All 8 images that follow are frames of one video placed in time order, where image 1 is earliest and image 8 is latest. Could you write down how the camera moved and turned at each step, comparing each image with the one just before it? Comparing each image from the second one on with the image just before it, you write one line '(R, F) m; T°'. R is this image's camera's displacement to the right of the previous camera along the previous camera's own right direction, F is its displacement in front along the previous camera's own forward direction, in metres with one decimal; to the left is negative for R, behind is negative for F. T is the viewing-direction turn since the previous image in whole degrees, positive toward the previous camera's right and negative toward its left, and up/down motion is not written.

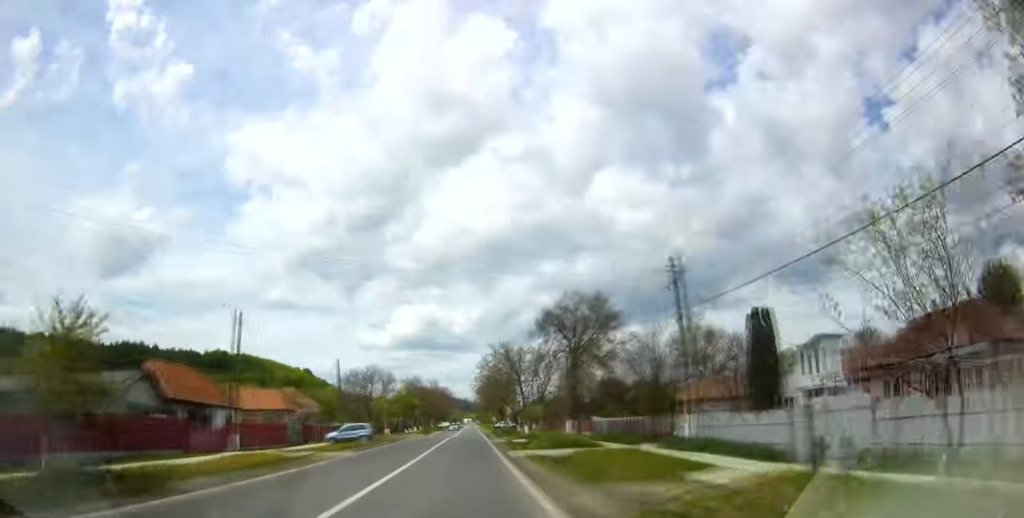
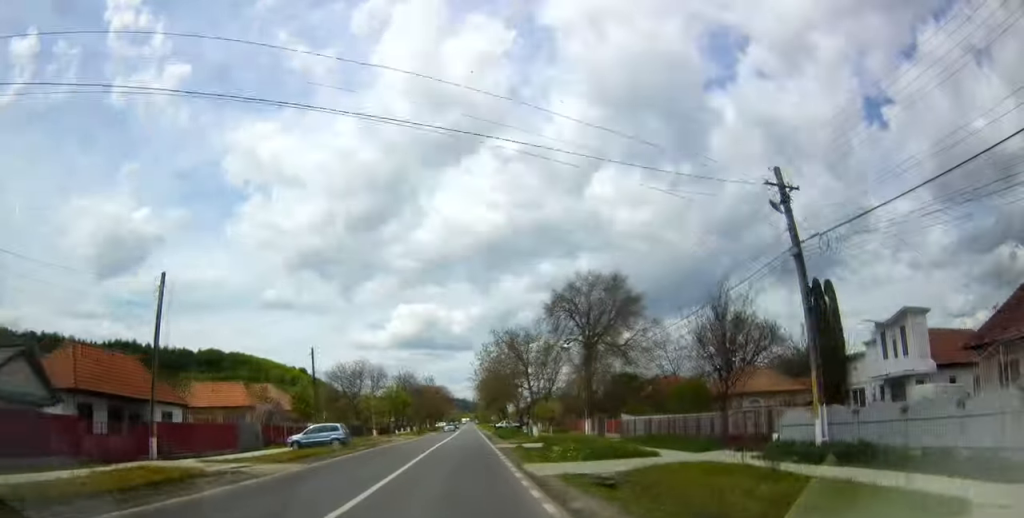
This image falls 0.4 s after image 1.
(0.0, +9.3) m; 0°
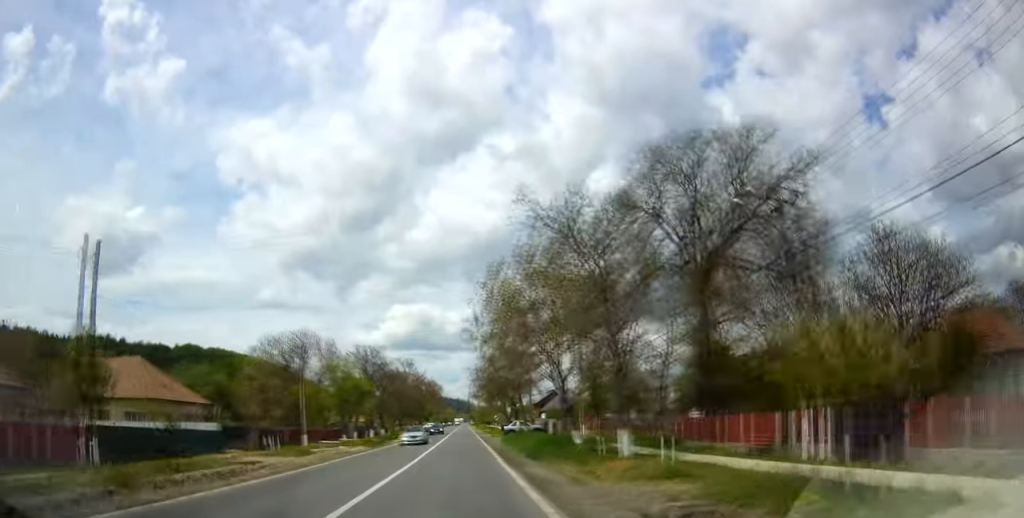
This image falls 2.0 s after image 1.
(+0.3, +33.6) m; +1°
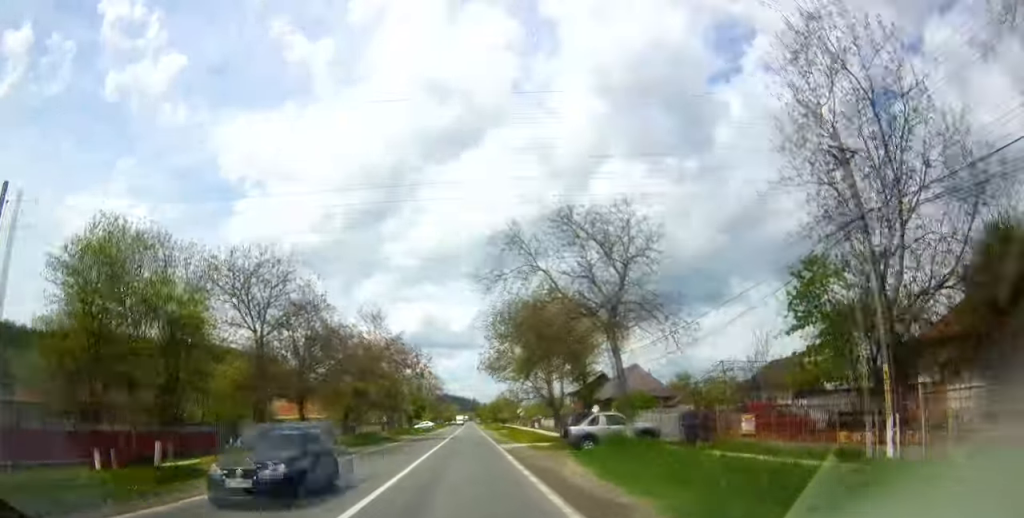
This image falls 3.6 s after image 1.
(-0.2, +37.3) m; 0°
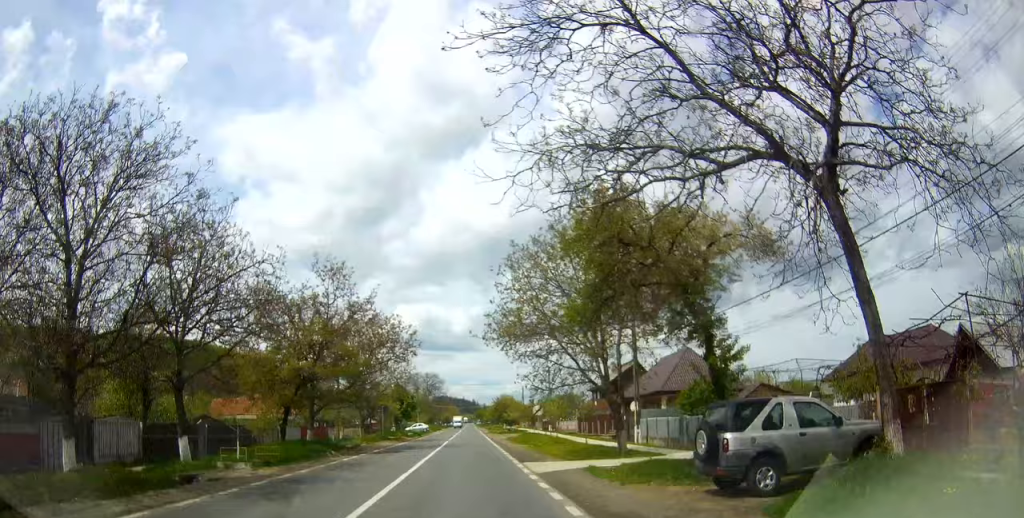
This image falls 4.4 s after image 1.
(+0.1, +15.2) m; +1°
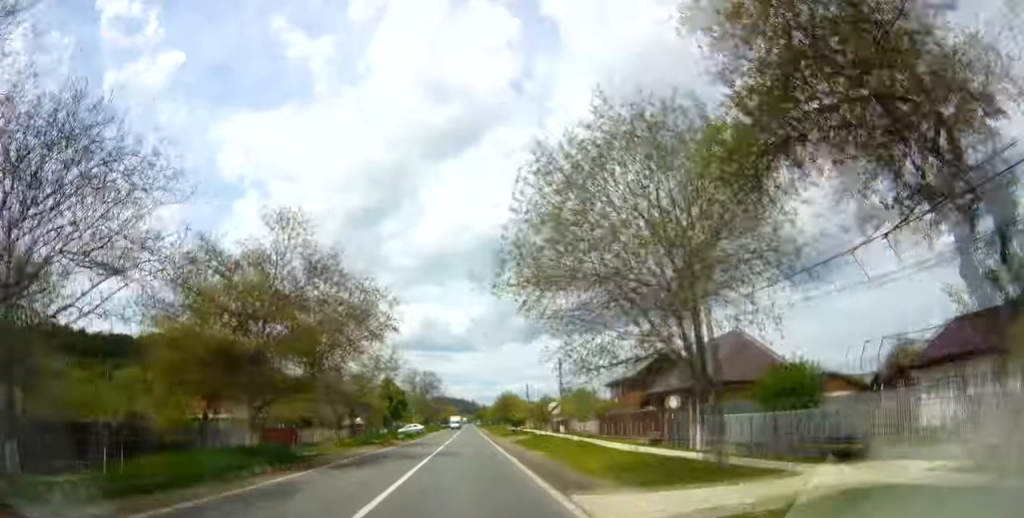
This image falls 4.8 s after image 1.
(+0.1, +9.2) m; 0°
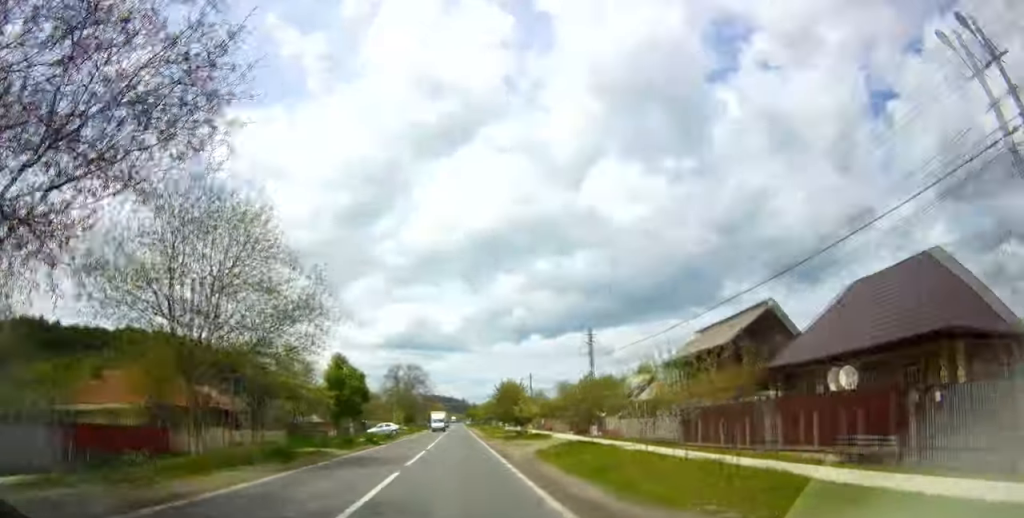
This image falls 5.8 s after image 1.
(0.0, +20.1) m; 0°
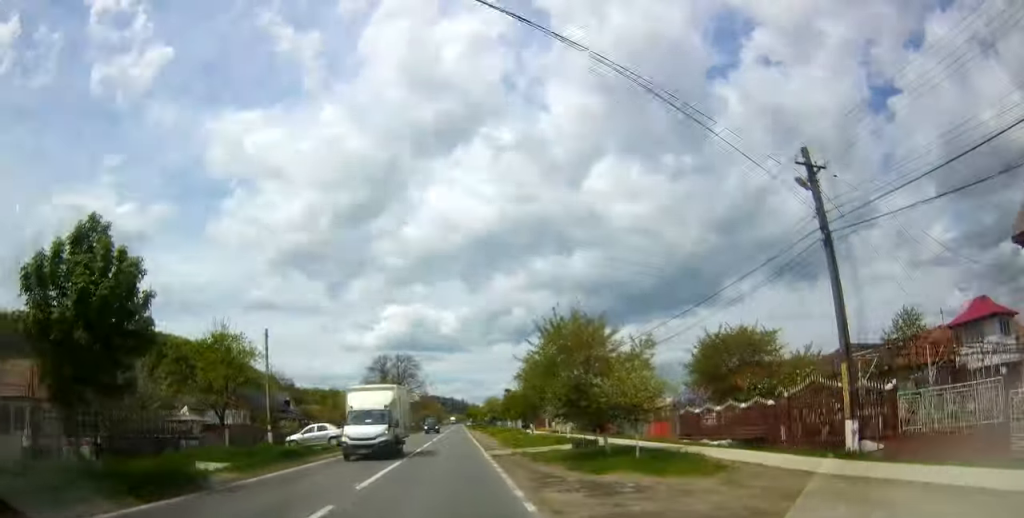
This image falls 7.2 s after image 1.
(-0.1, +31.0) m; 0°
